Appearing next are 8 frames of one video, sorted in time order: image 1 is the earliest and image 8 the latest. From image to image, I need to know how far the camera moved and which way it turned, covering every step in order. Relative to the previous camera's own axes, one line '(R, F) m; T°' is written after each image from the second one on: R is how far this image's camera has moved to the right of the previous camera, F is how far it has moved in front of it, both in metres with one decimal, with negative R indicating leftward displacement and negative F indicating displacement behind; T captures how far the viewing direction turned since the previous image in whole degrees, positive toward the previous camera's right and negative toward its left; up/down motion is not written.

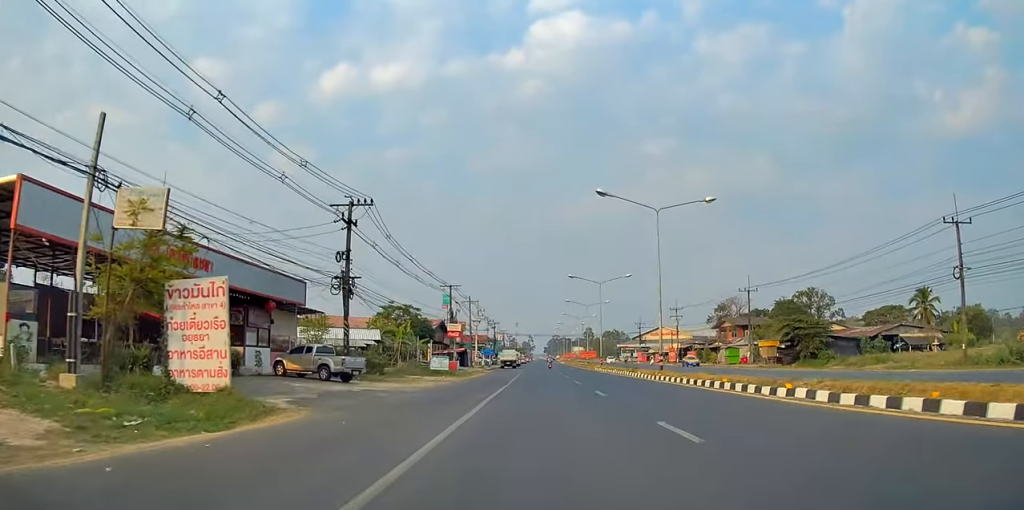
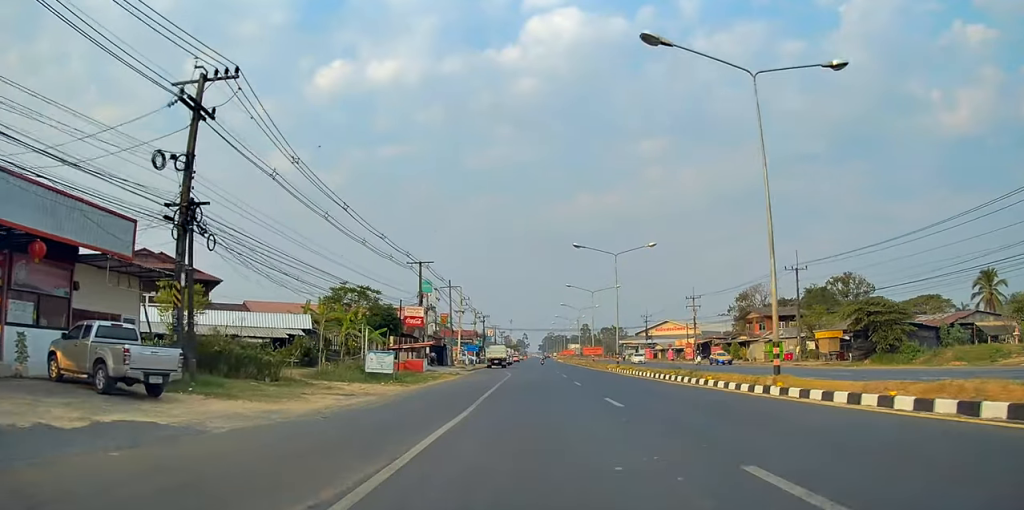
(0.0, +17.6) m; +1°
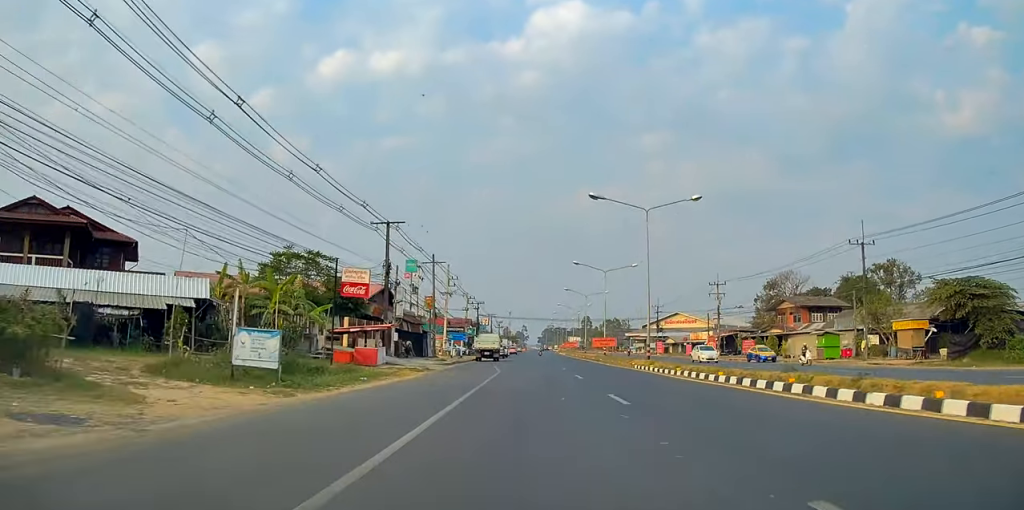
(+0.3, +14.5) m; +1°
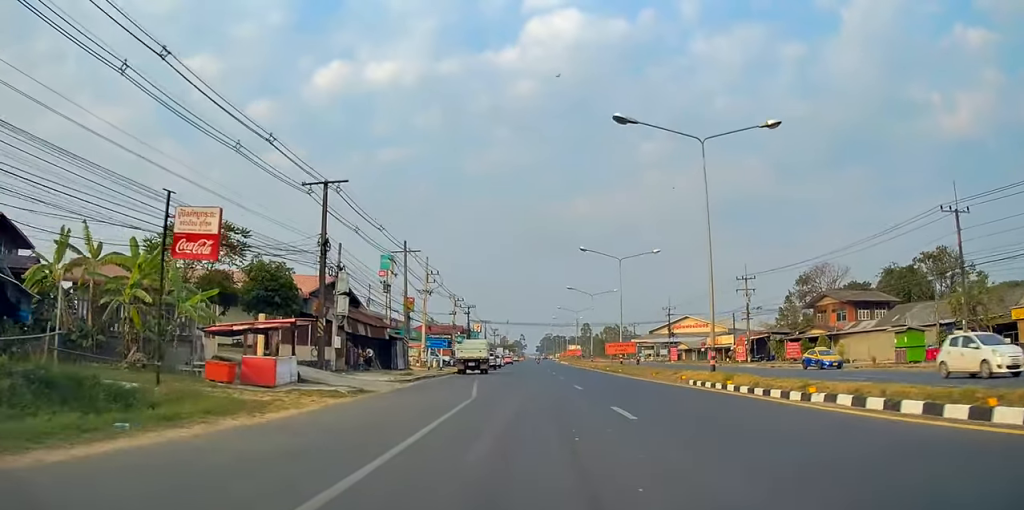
(-0.1, +14.3) m; -2°
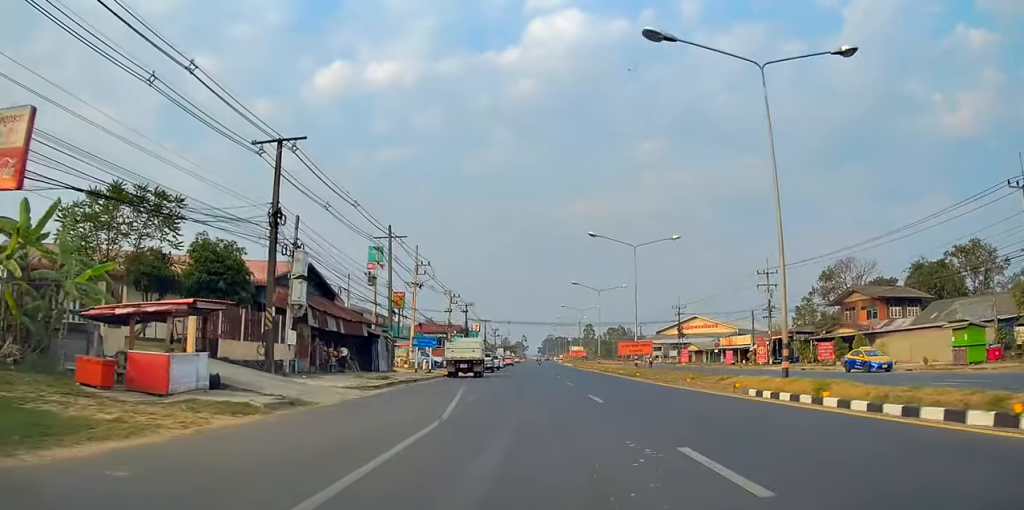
(-0.2, +6.6) m; -1°
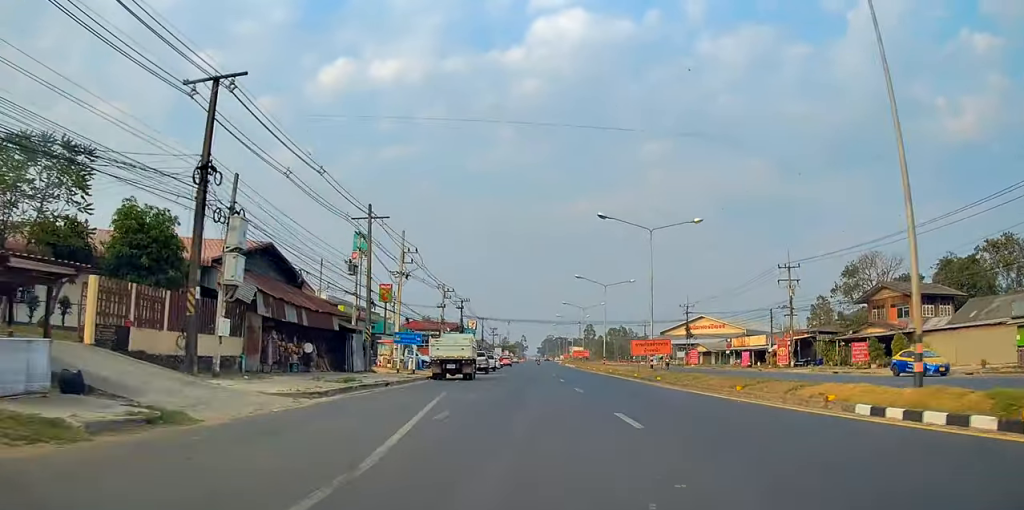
(0.0, +6.3) m; 0°
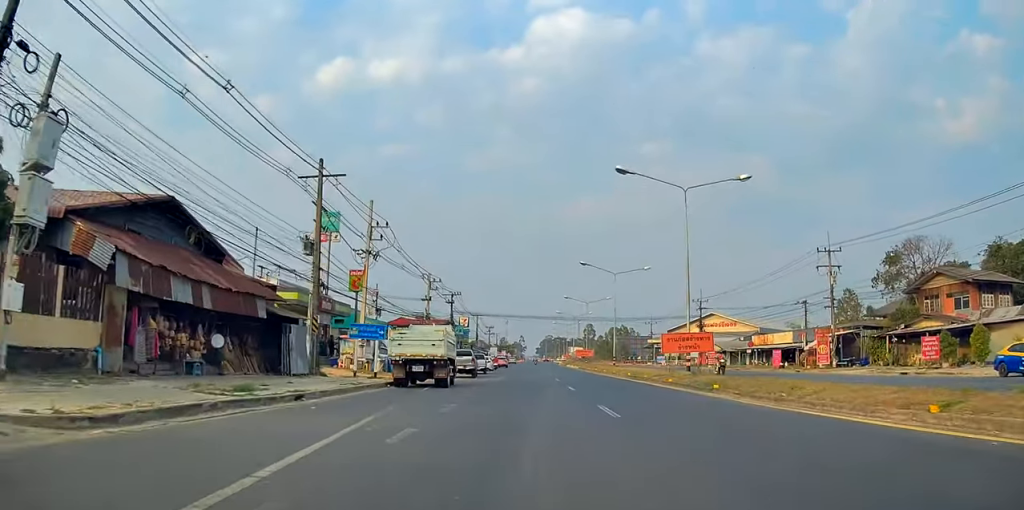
(0.0, +10.2) m; +2°
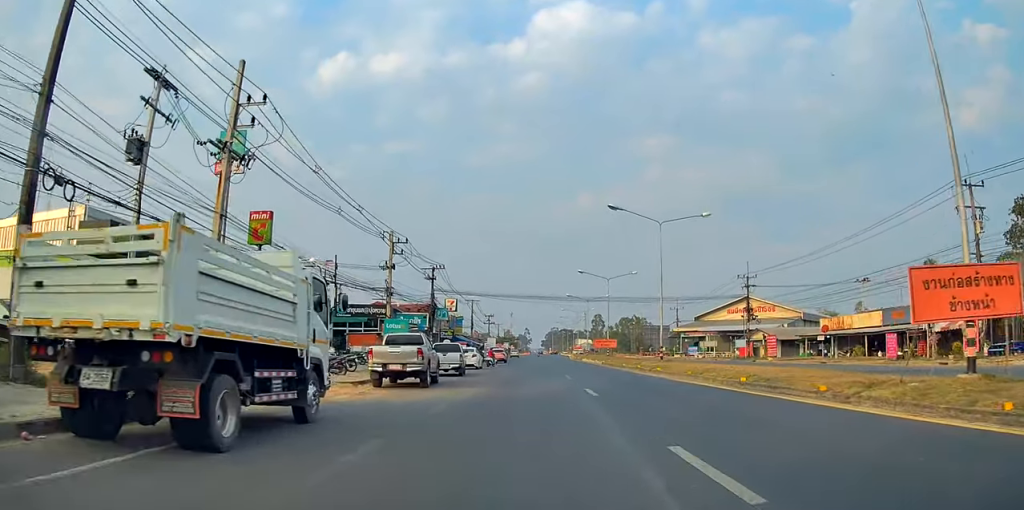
(+0.7, +20.6) m; -1°
